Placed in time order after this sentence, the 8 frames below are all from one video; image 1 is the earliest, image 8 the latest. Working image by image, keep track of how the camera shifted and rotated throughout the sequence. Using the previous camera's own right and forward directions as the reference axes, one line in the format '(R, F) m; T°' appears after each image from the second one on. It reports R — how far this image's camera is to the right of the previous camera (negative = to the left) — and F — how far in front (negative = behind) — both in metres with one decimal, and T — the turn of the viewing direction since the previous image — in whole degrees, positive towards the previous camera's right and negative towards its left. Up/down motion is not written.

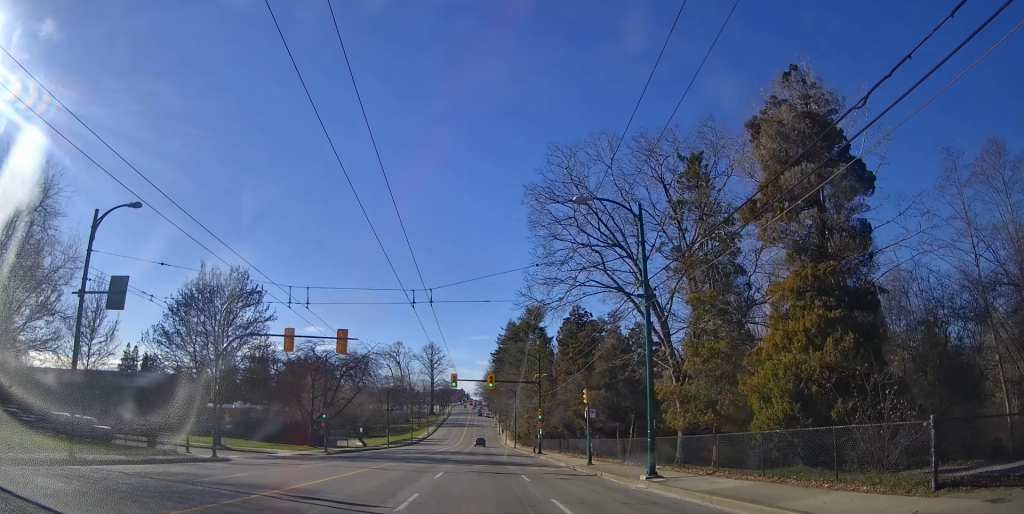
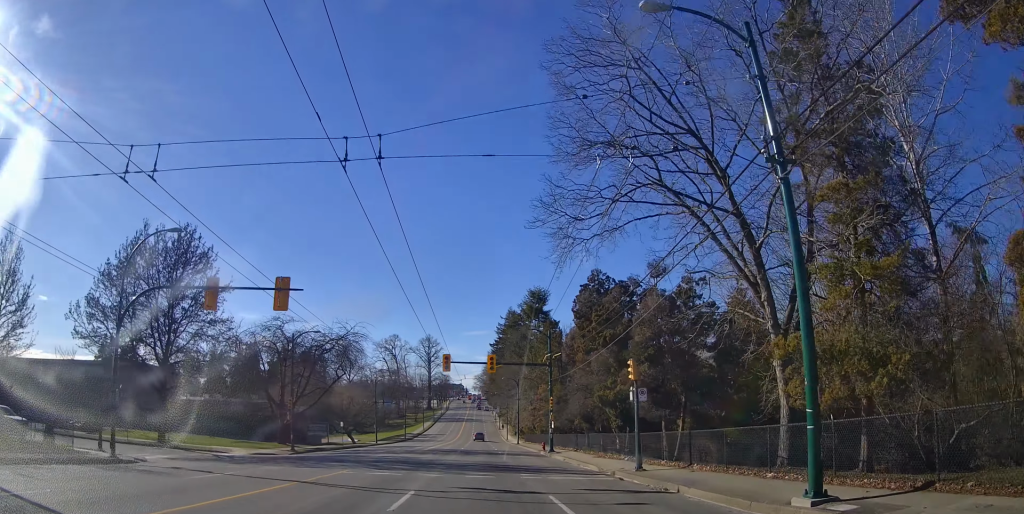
(0.0, +9.6) m; 0°
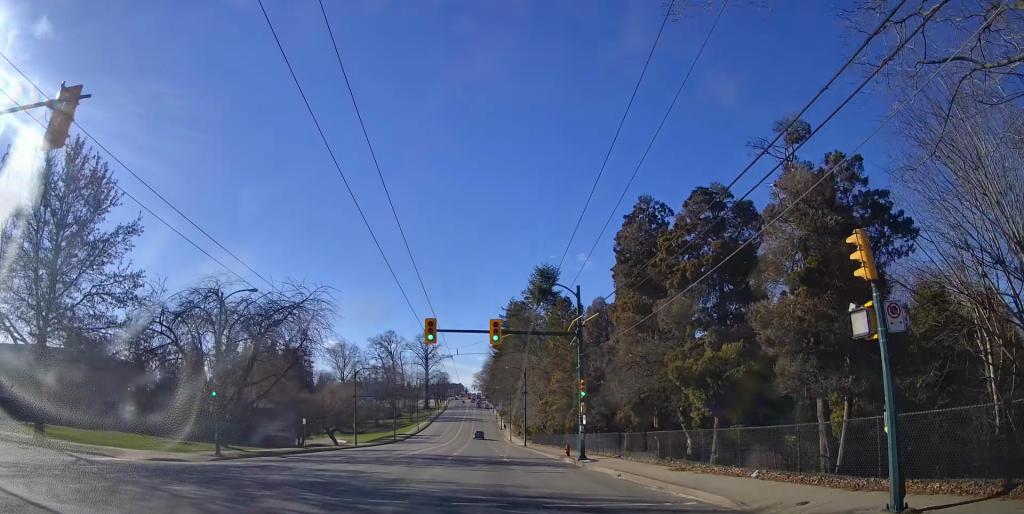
(0.0, +13.2) m; 0°
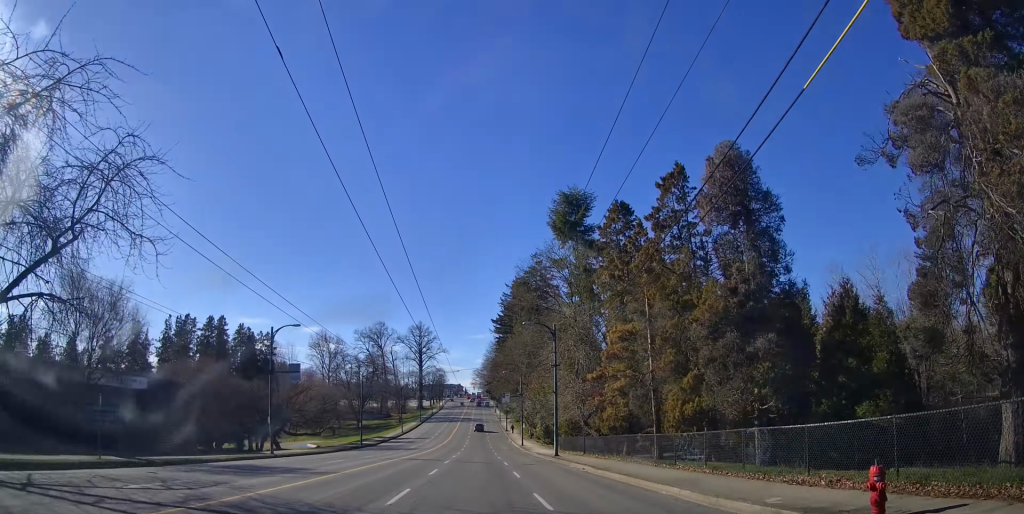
(0.0, +27.5) m; 0°
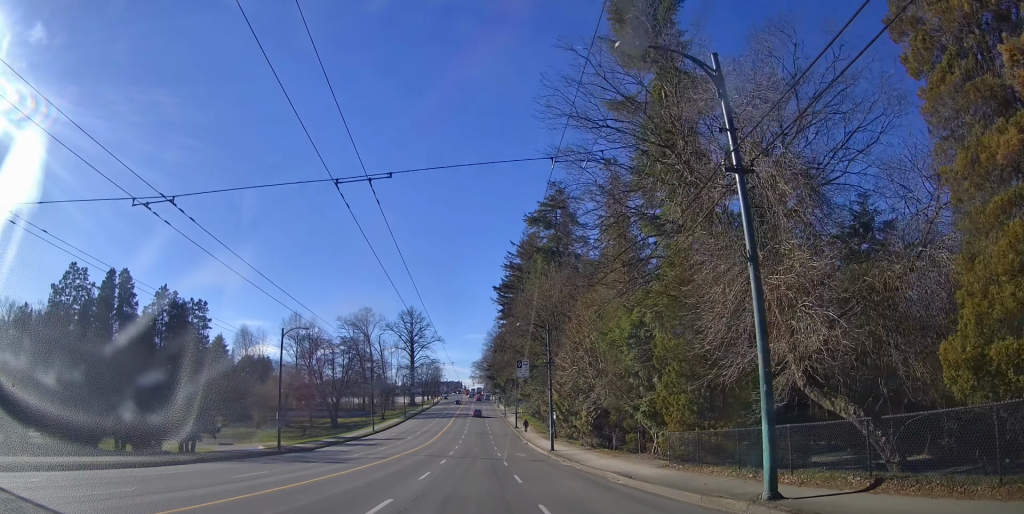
(0.0, +29.5) m; +1°
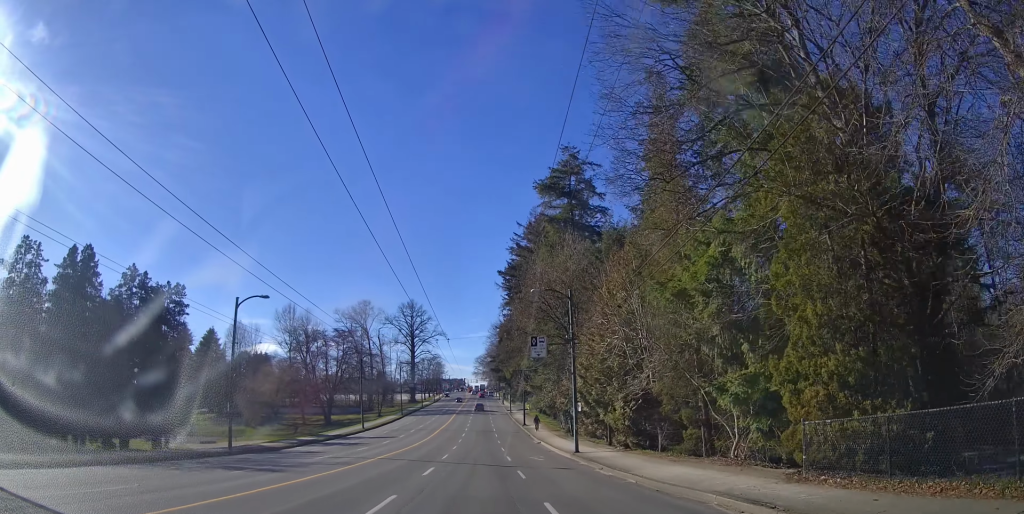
(+0.1, +9.1) m; +1°
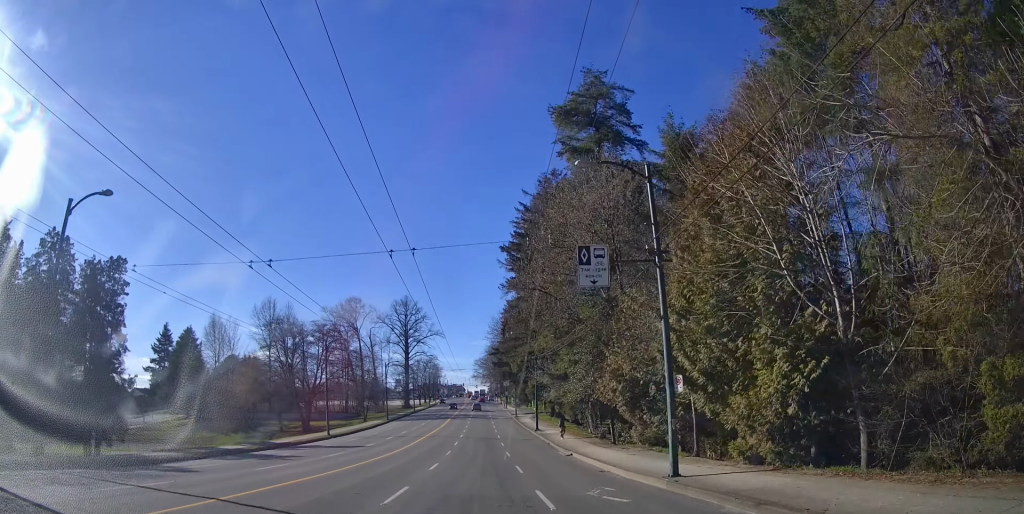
(+0.3, +16.1) m; 0°
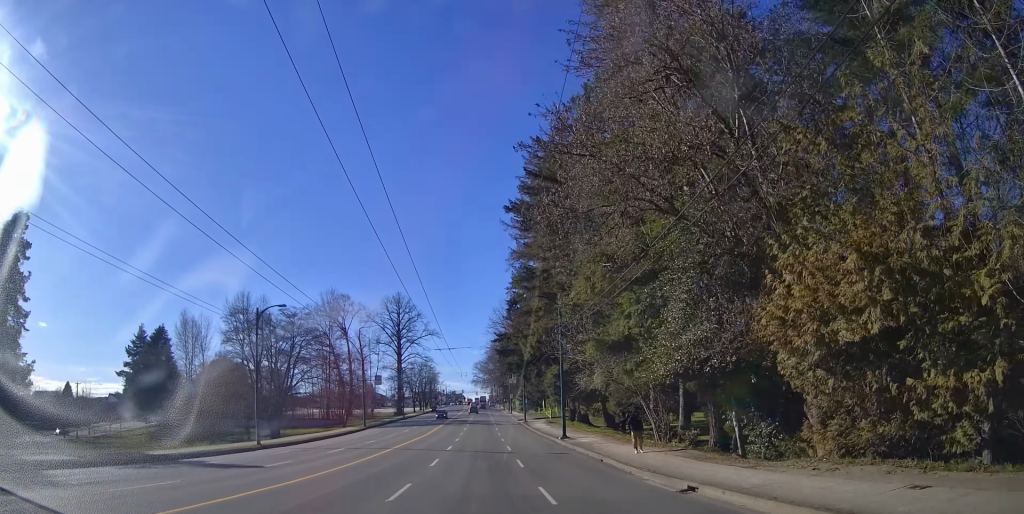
(-0.5, +17.8) m; -1°
